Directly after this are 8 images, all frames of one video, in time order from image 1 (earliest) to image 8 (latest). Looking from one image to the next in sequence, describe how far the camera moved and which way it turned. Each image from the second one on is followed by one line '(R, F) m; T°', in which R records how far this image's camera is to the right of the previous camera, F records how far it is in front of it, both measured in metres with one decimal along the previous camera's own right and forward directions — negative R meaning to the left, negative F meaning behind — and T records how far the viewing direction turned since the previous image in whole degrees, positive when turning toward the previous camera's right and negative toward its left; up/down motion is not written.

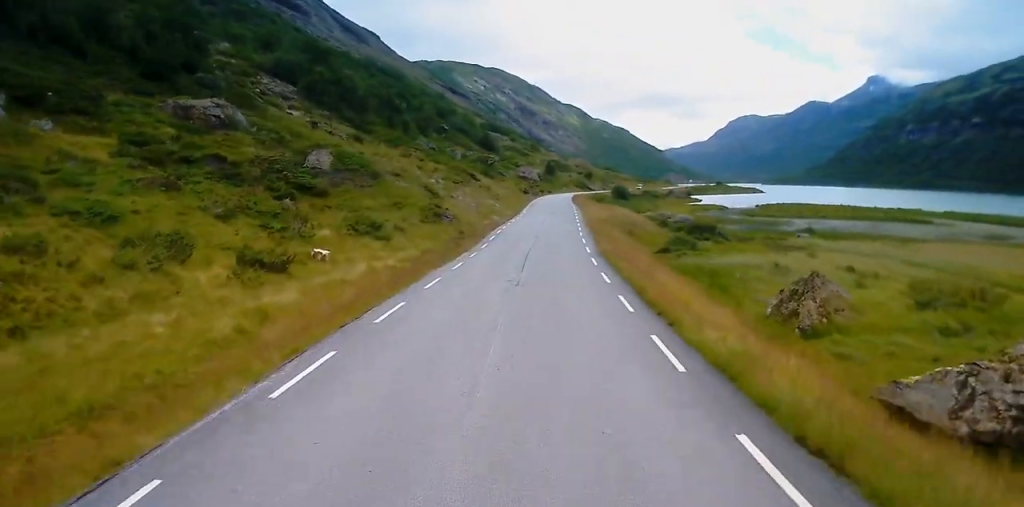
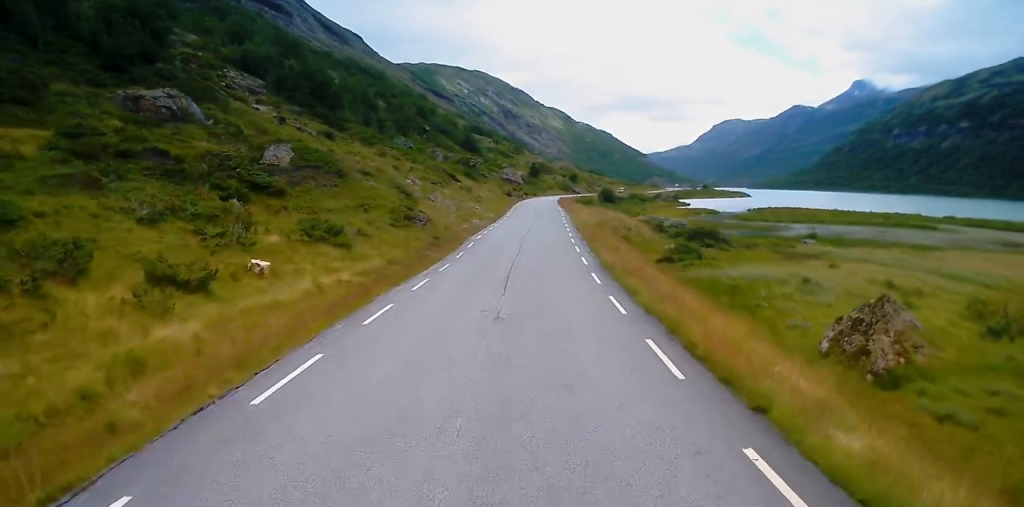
(0.0, +6.6) m; +1°
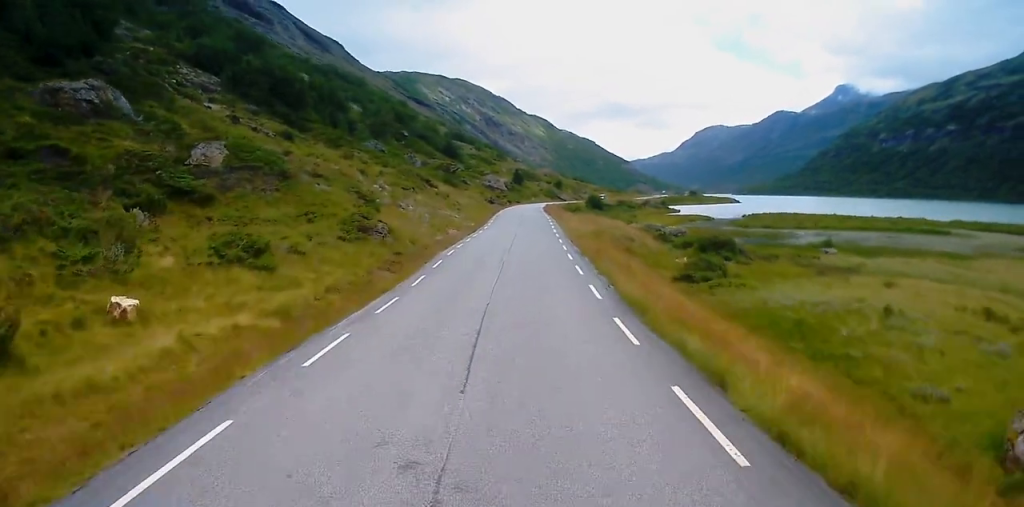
(+0.1, +9.6) m; 0°
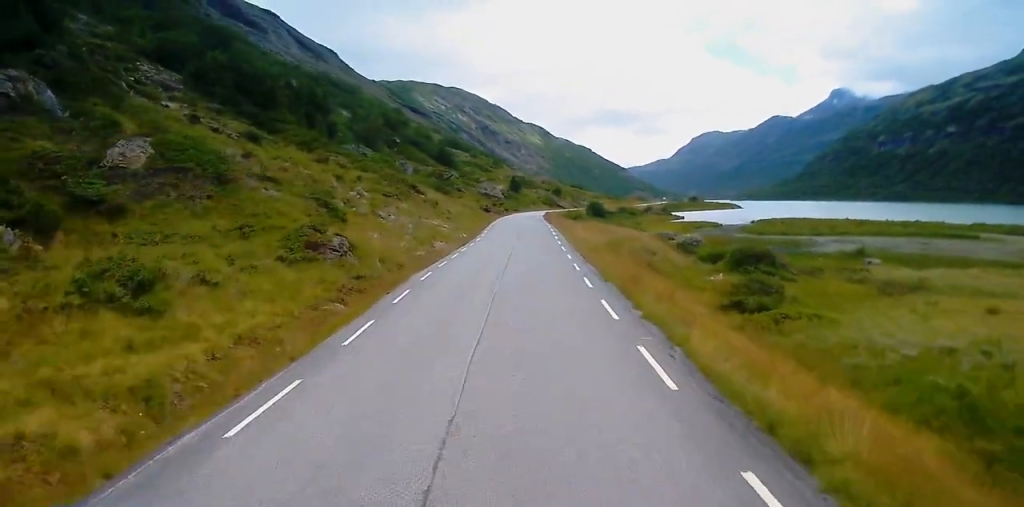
(+0.4, +9.2) m; -2°
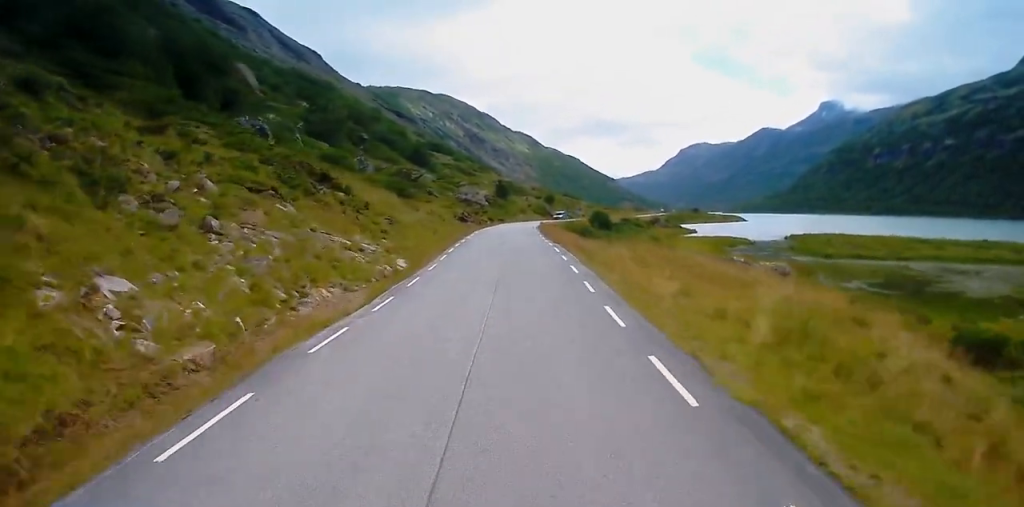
(+0.3, +31.1) m; +3°
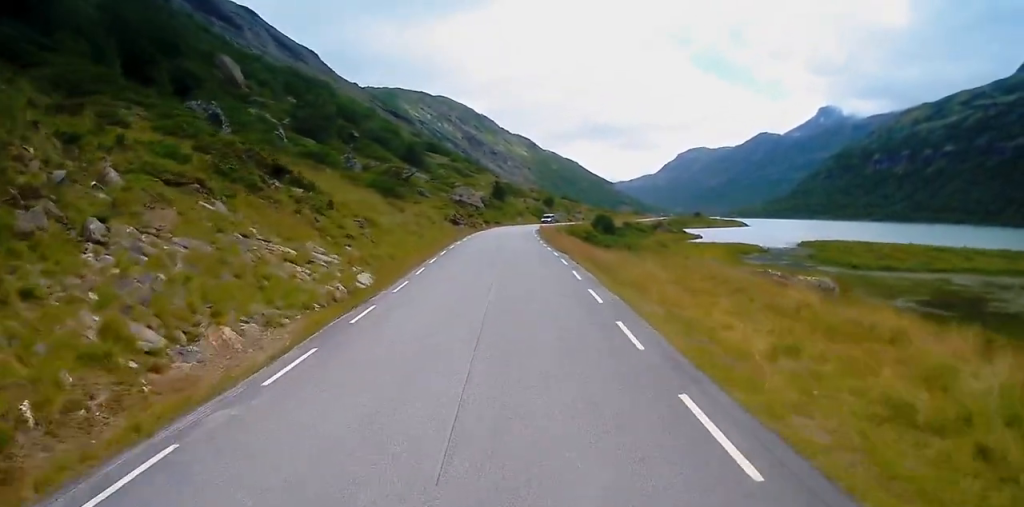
(-0.4, +8.5) m; 0°
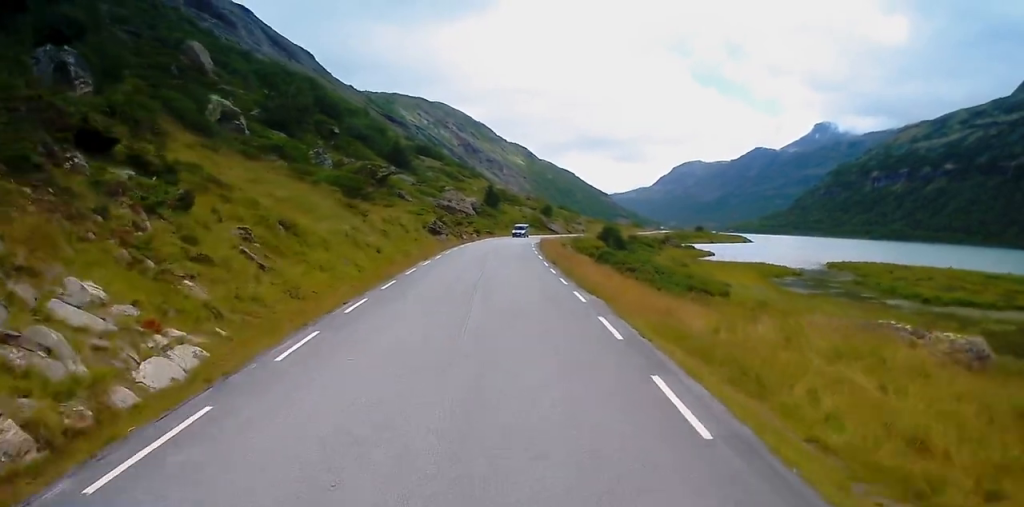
(+0.6, +16.9) m; +2°
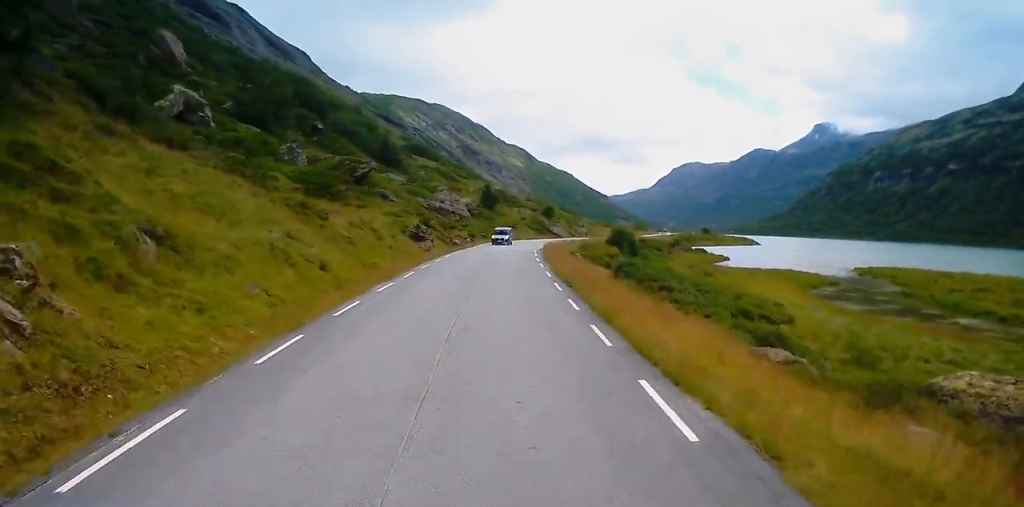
(-0.1, +12.1) m; 0°
